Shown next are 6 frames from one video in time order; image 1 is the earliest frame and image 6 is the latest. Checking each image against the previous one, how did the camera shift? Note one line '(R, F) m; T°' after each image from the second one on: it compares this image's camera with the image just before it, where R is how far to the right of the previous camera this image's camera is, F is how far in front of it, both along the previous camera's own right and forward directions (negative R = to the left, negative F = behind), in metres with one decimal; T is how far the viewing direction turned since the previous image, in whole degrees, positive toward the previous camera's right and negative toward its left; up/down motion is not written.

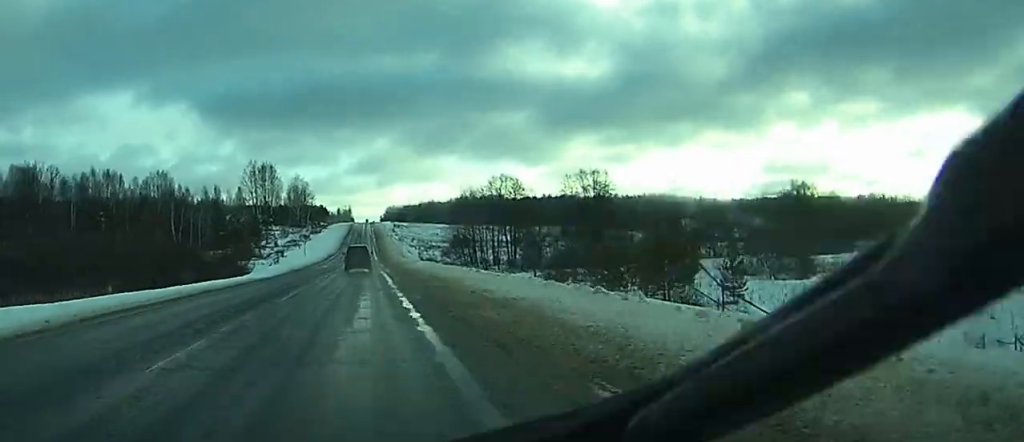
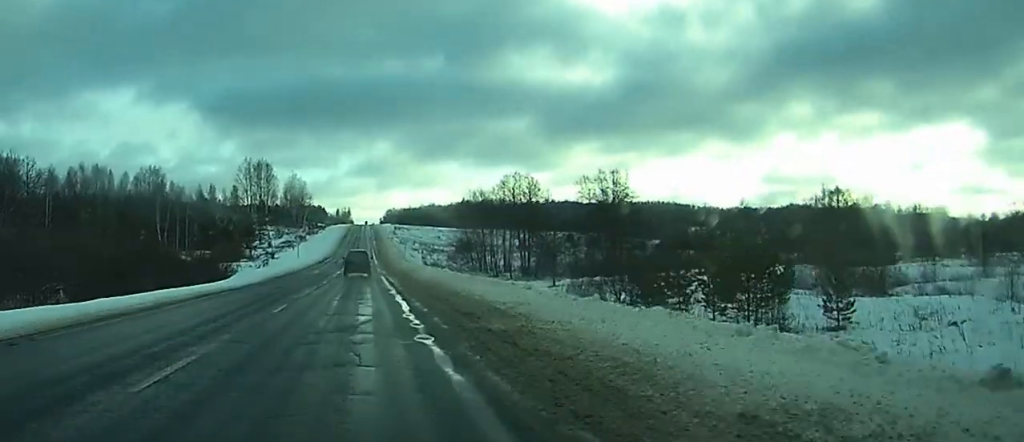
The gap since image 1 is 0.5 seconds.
(0.0, +13.4) m; 0°
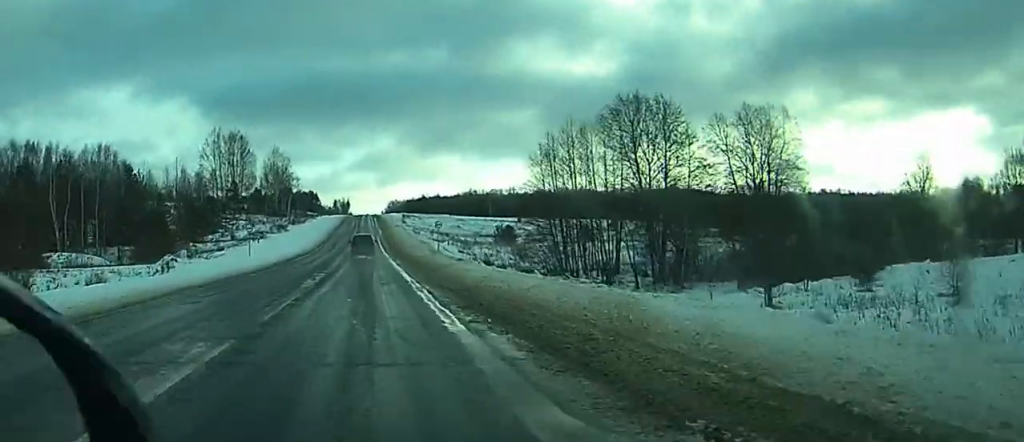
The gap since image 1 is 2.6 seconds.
(+0.4, +61.1) m; +1°
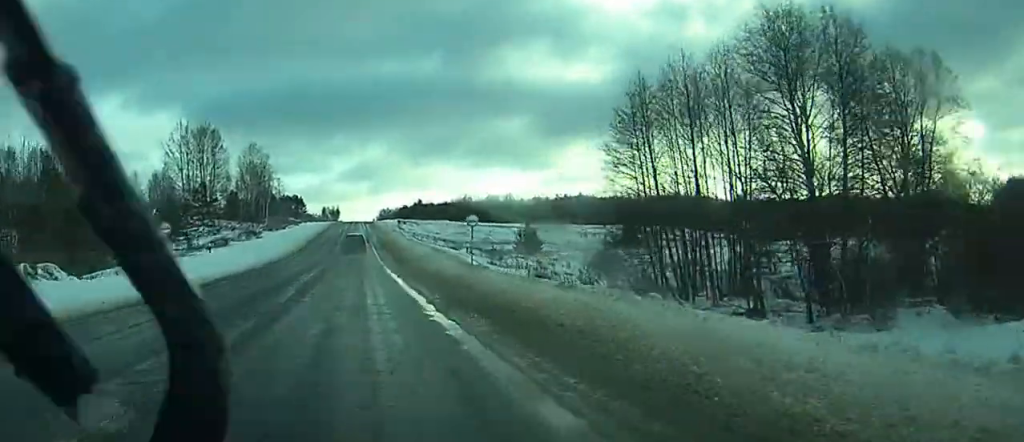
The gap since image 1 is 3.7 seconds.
(0.0, +30.5) m; 0°
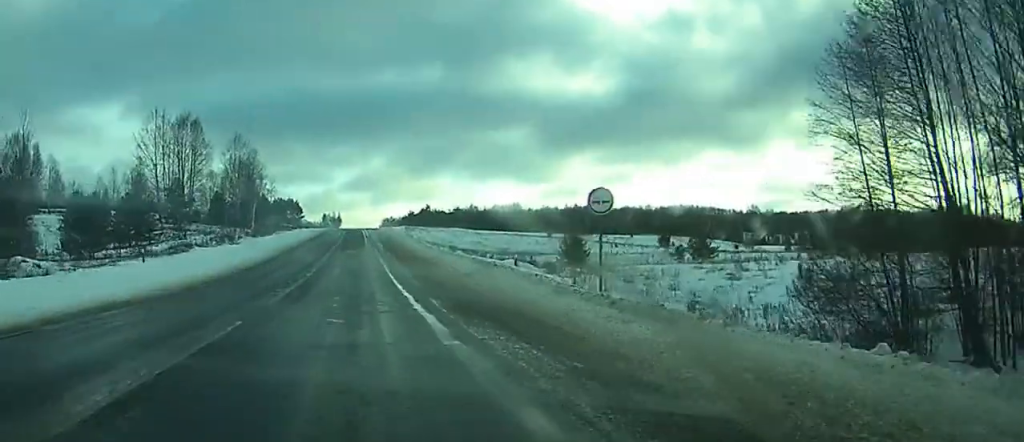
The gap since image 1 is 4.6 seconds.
(0.0, +26.7) m; 0°
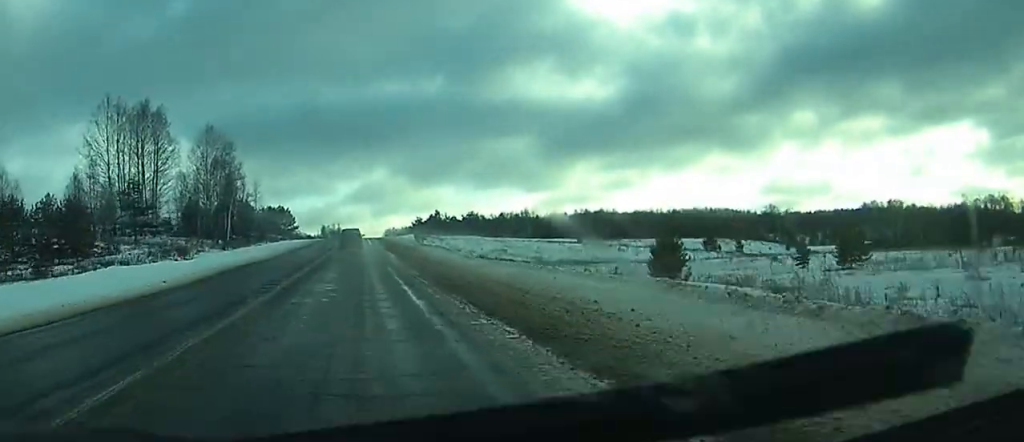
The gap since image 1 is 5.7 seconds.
(0.0, +31.4) m; 0°
